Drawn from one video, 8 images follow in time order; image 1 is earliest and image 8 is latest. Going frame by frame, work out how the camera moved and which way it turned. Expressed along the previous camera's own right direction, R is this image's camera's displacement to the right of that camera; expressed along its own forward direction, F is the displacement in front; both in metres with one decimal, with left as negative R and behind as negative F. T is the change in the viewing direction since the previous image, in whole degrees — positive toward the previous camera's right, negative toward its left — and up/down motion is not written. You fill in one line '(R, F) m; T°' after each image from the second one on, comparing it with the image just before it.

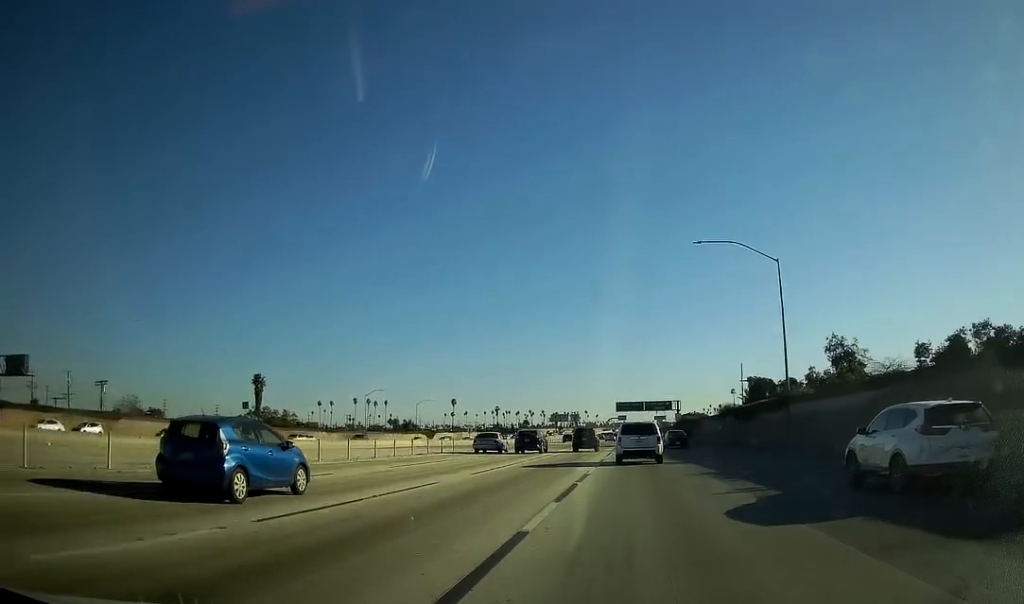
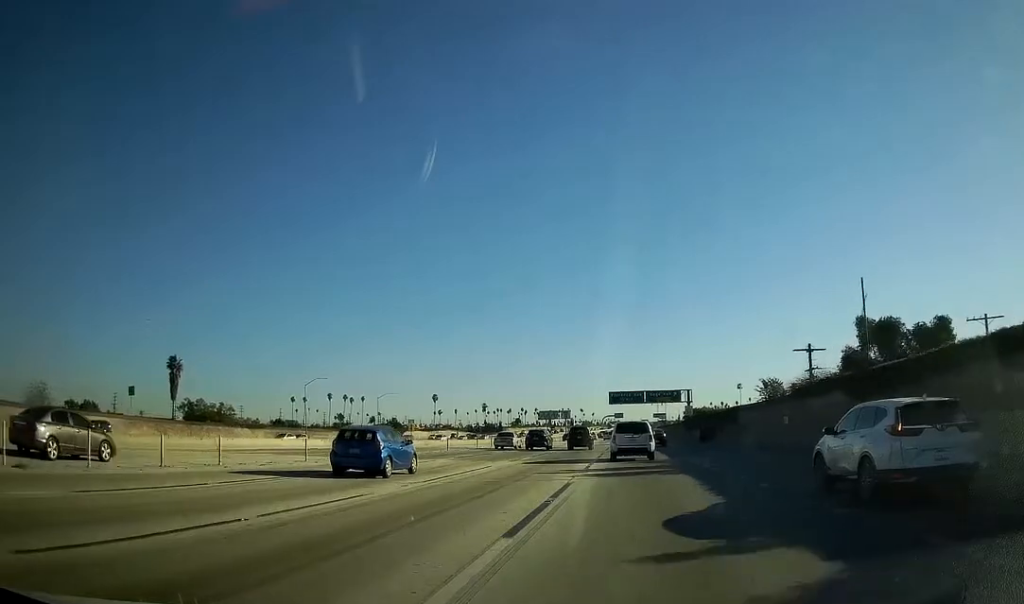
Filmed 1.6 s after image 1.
(0.0, +33.4) m; 0°
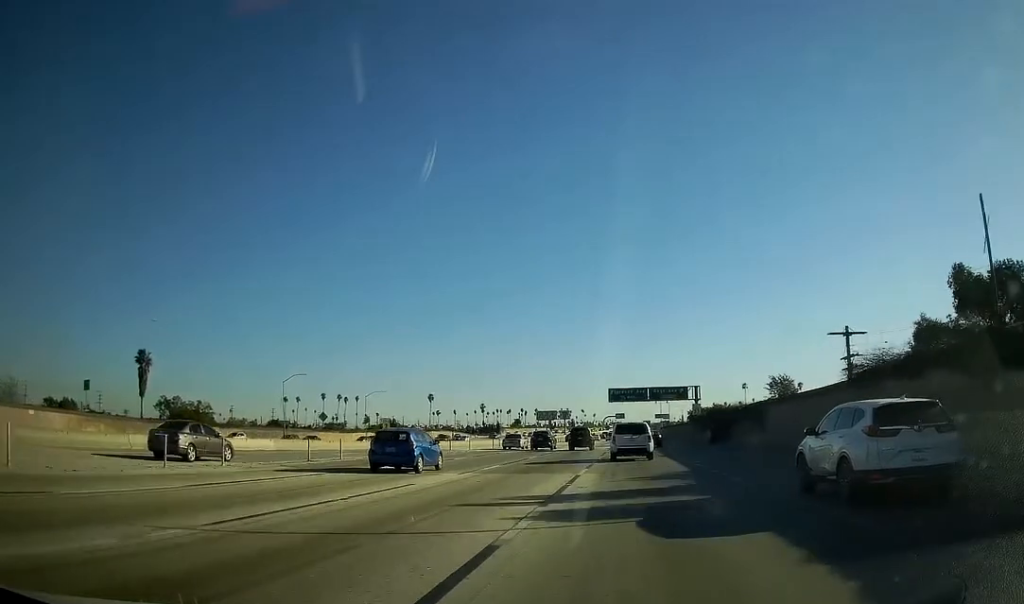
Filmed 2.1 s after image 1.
(0.0, +11.3) m; 0°
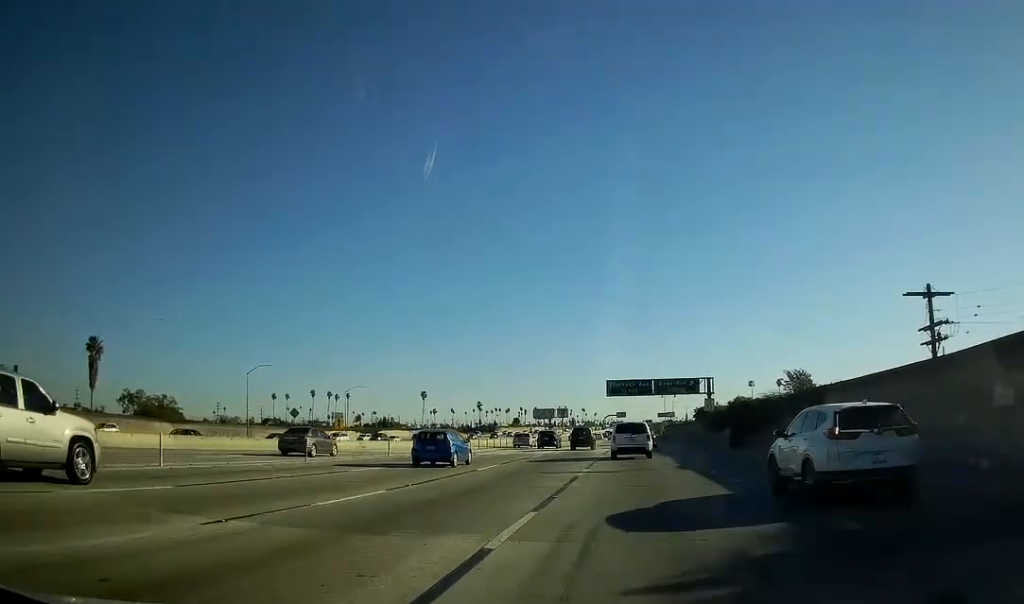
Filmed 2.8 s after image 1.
(0.0, +14.7) m; 0°
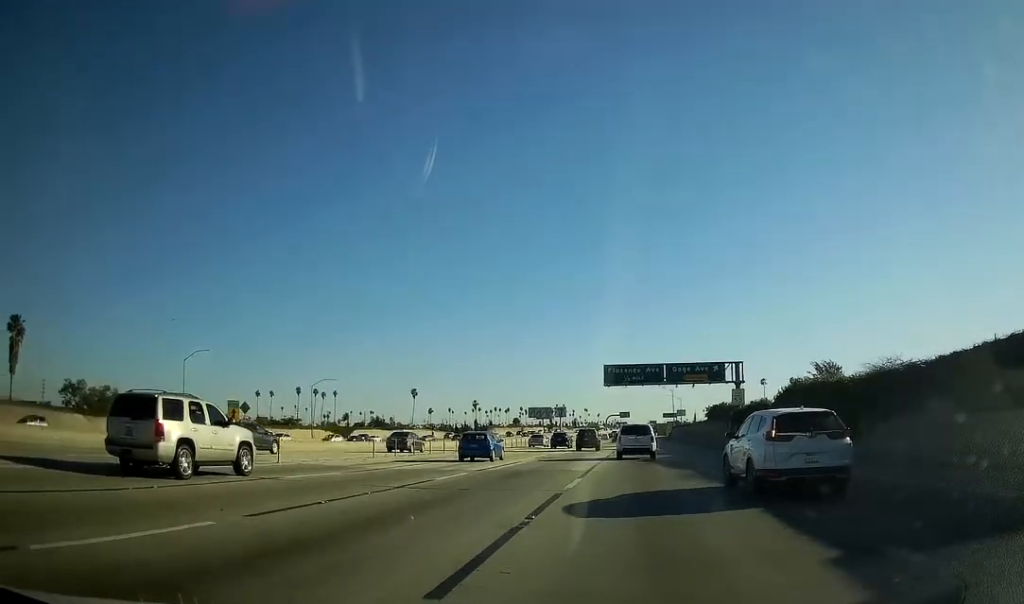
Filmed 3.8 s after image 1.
(-0.2, +21.5) m; -1°
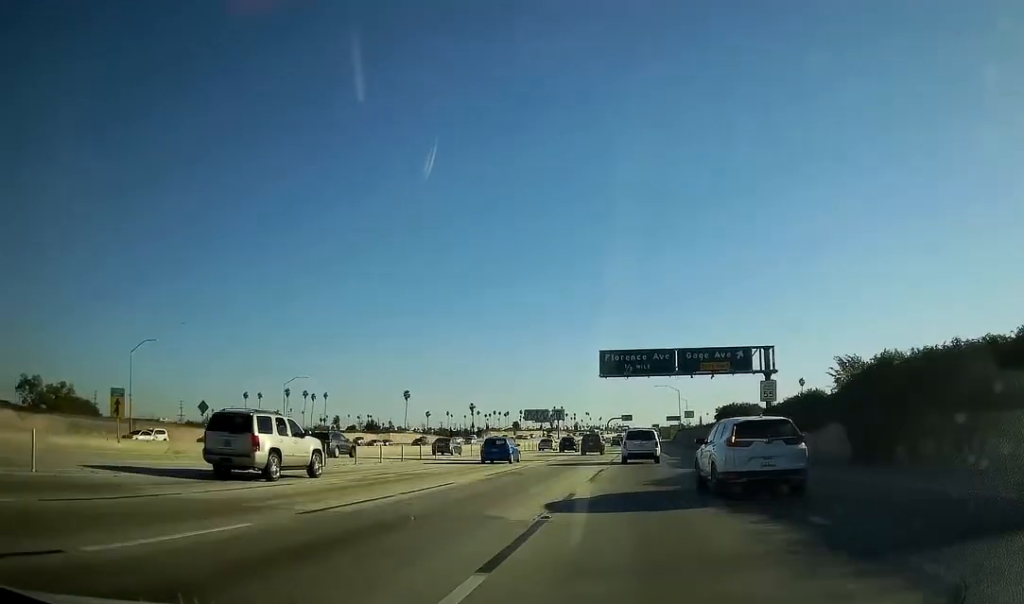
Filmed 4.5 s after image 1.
(-0.1, +14.5) m; 0°
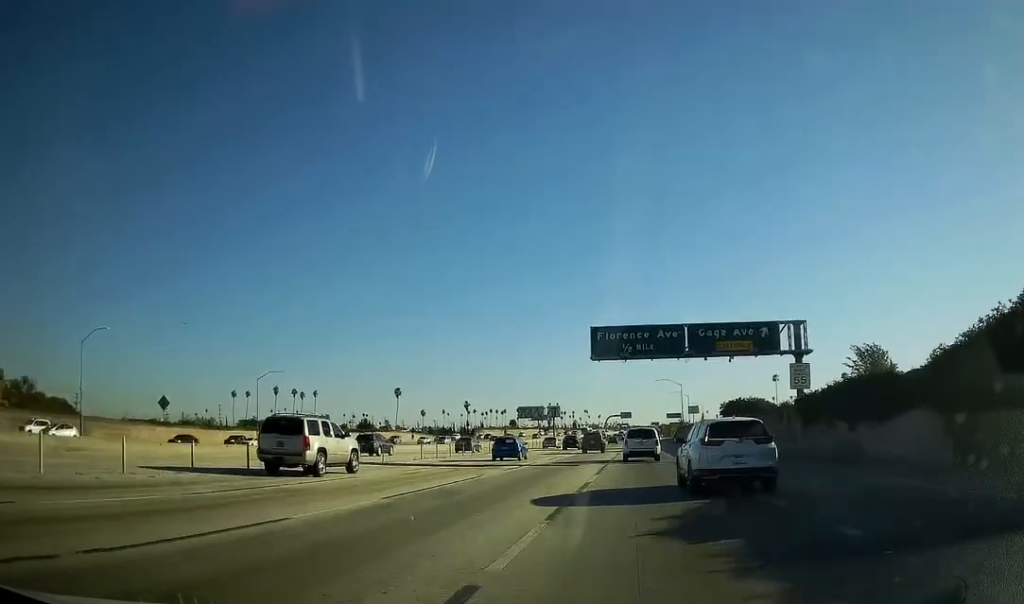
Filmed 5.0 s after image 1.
(0.0, +10.4) m; 0°
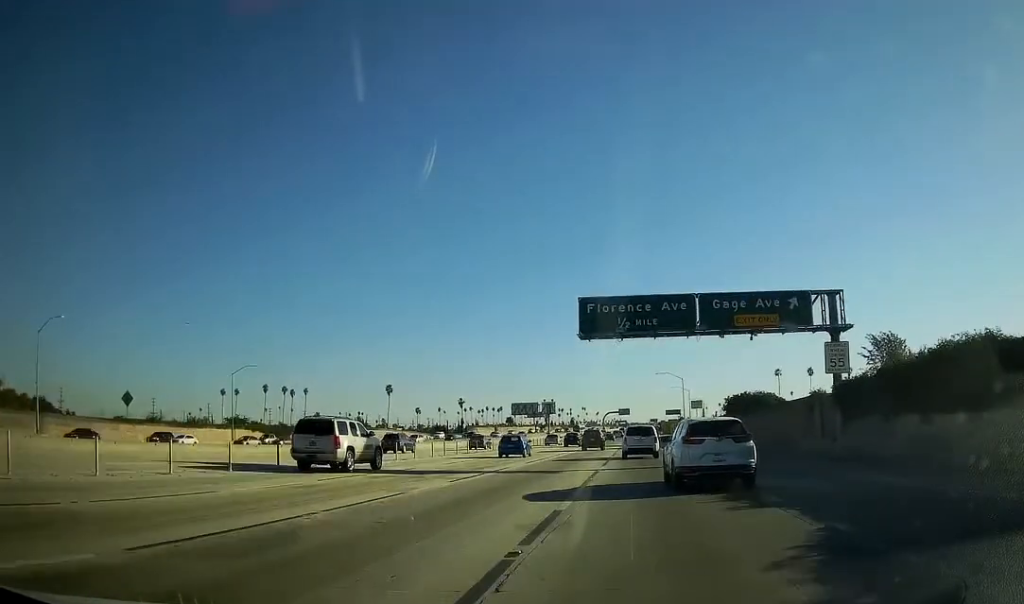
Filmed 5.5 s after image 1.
(0.0, +9.0) m; 0°
